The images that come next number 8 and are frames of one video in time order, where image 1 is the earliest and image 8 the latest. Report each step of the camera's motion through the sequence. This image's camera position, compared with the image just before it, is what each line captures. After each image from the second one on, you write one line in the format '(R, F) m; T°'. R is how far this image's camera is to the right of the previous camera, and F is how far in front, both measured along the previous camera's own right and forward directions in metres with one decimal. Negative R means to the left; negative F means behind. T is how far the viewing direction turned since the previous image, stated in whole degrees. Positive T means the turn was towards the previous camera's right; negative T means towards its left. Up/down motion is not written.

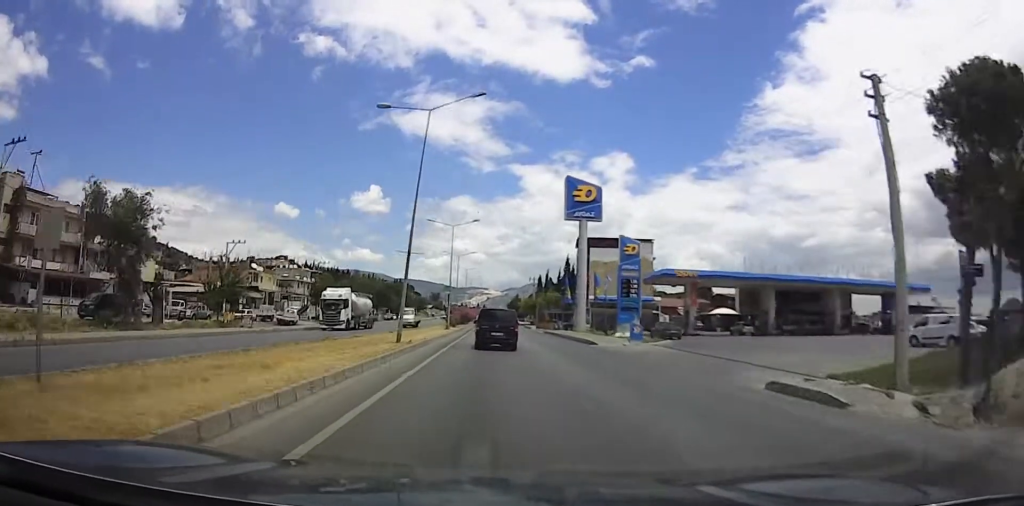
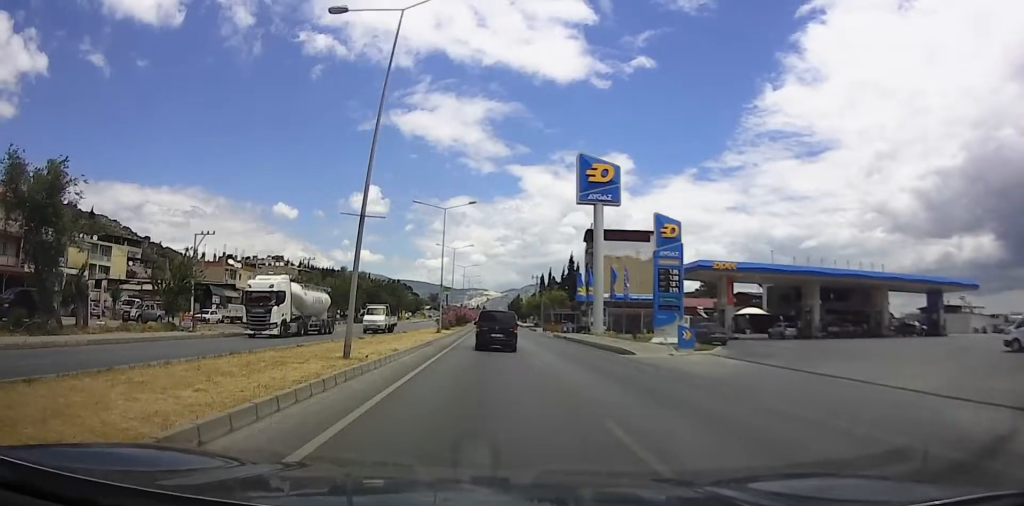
(0.0, +9.1) m; 0°
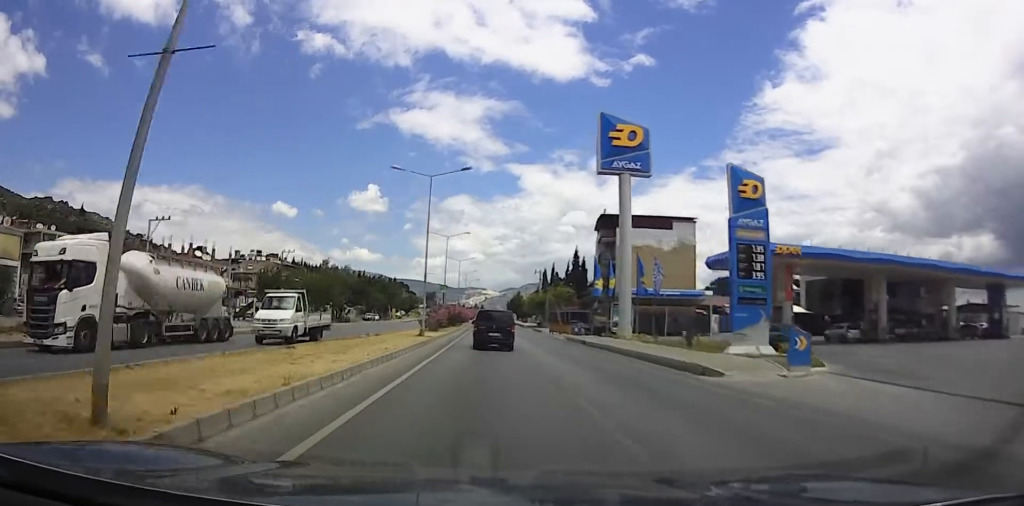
(0.0, +10.5) m; 0°
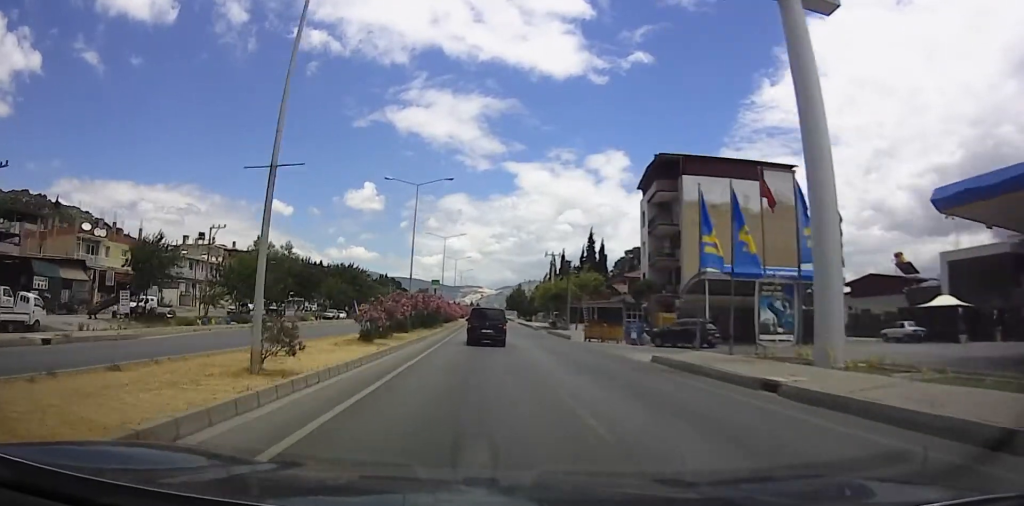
(0.0, +25.1) m; 0°
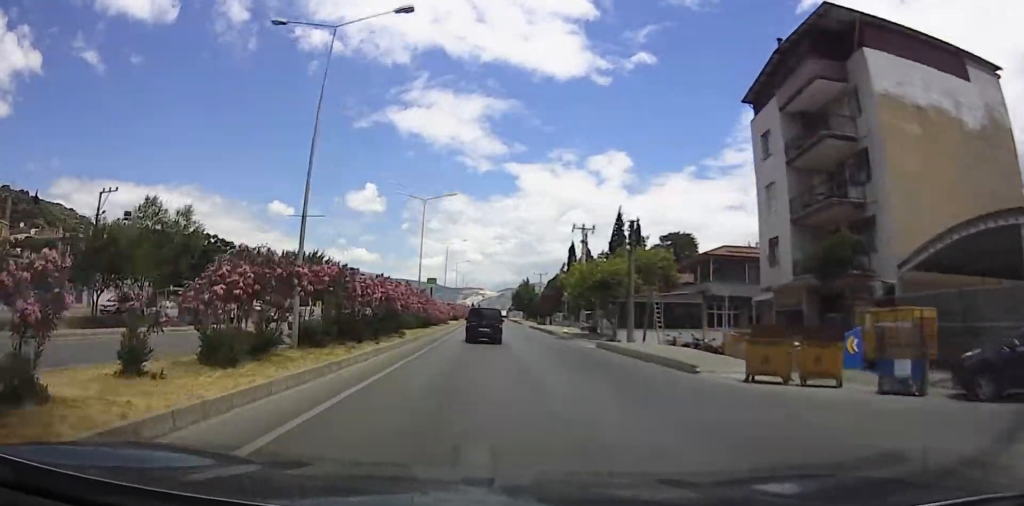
(0.0, +24.2) m; +1°
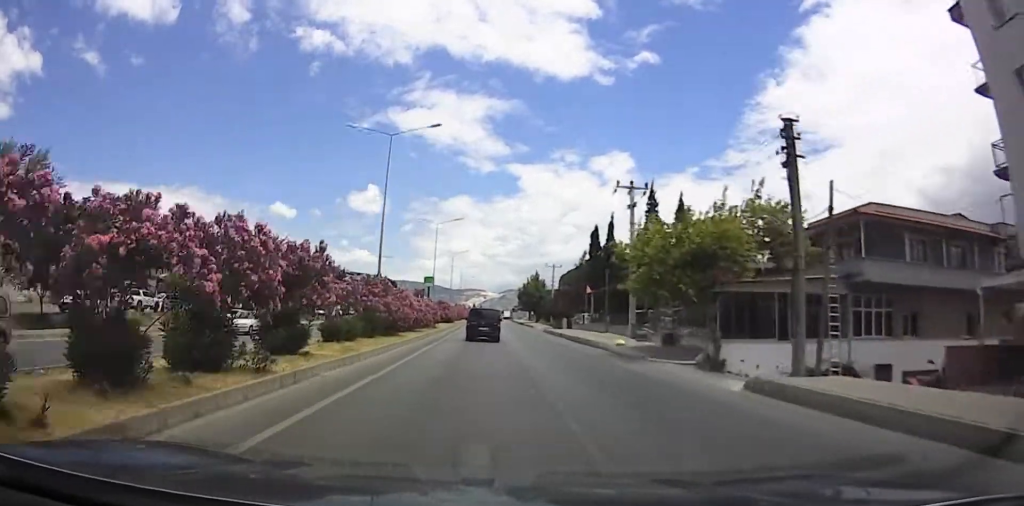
(+0.2, +17.7) m; +1°
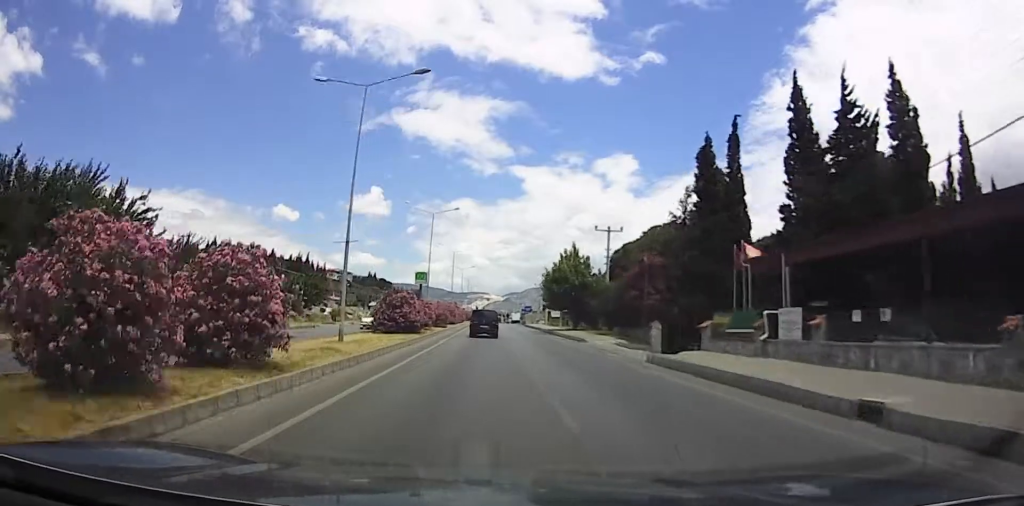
(0.0, +37.6) m; -1°
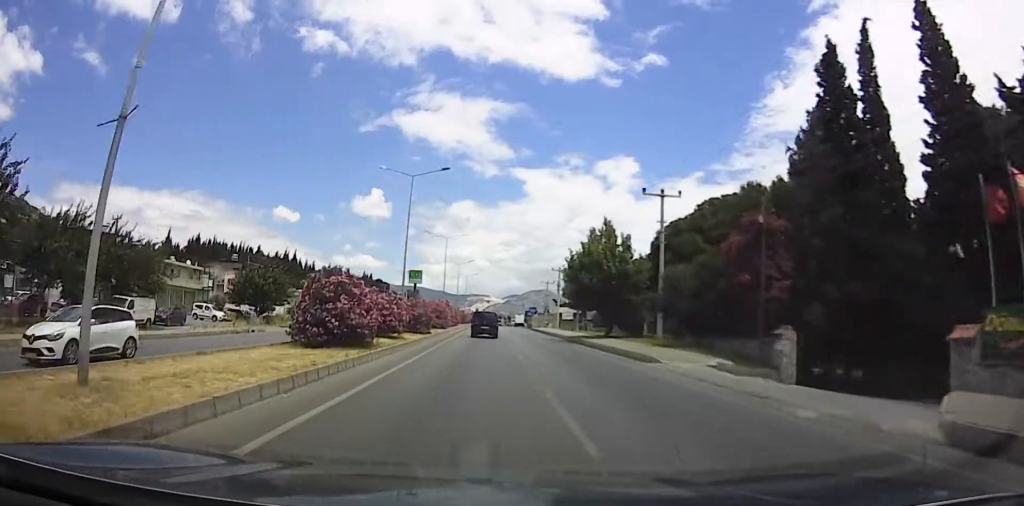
(-0.2, +15.2) m; 0°
